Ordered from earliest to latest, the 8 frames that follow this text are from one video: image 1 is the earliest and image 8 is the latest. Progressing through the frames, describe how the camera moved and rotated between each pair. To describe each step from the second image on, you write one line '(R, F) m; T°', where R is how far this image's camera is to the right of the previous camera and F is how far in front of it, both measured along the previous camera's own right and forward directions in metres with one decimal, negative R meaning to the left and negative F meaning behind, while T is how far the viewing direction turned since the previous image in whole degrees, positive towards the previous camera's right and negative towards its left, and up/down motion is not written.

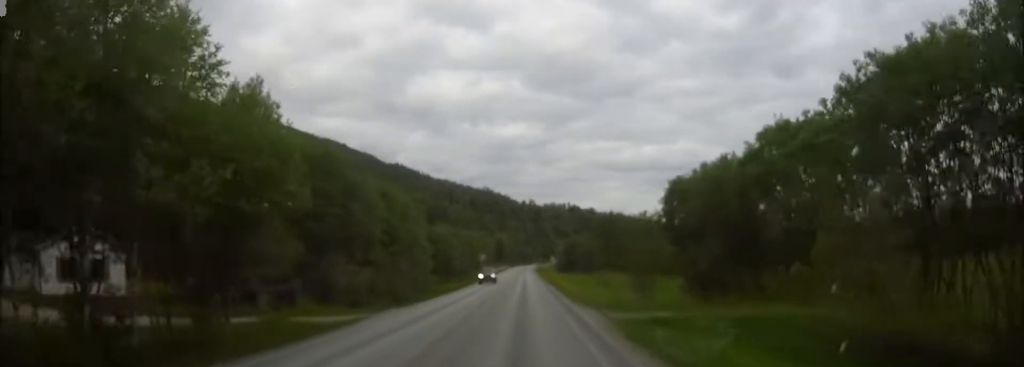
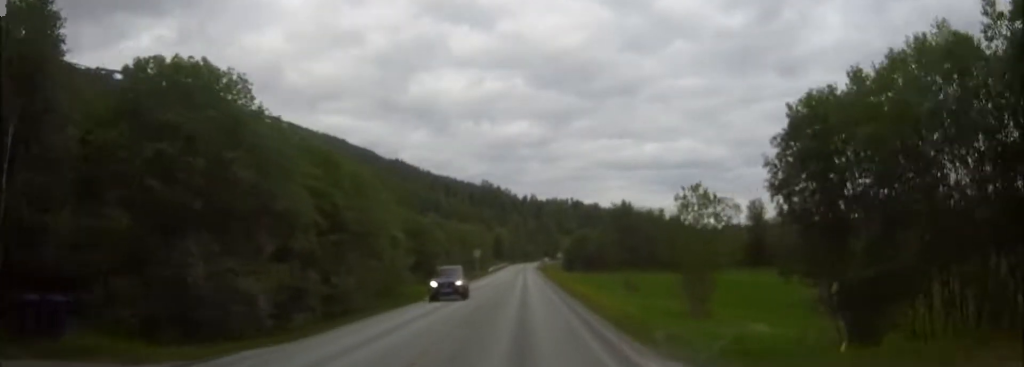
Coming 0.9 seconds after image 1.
(-0.1, +17.7) m; 0°
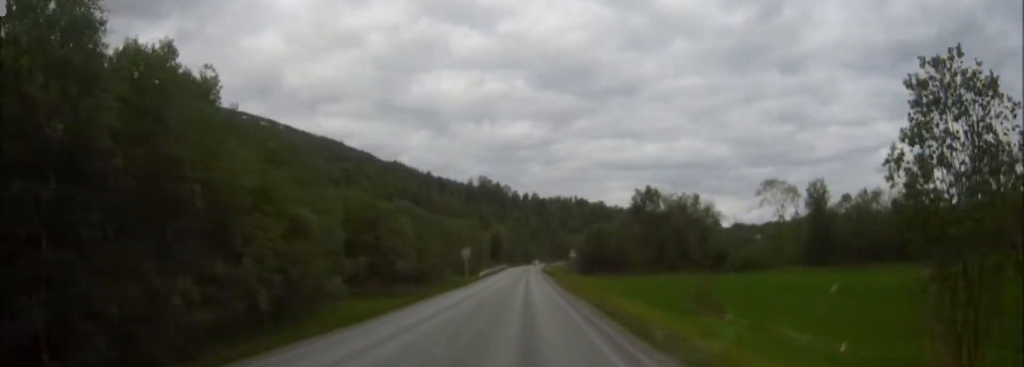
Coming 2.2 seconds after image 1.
(0.0, +26.6) m; 0°
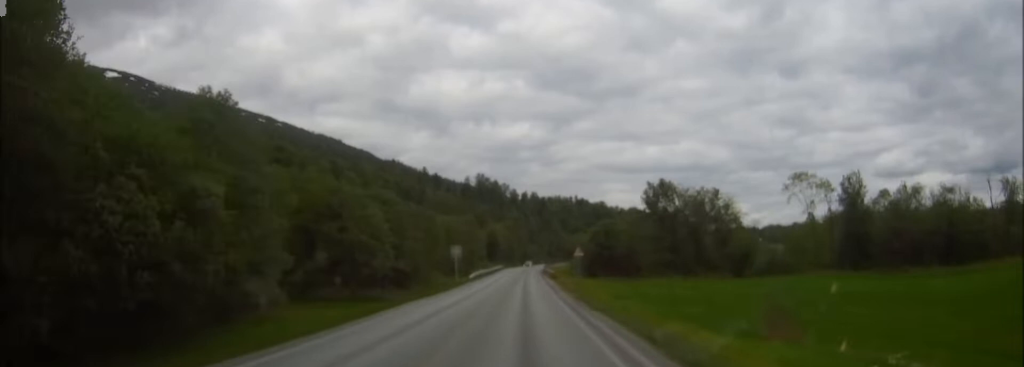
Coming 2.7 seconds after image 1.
(0.0, +11.6) m; 0°
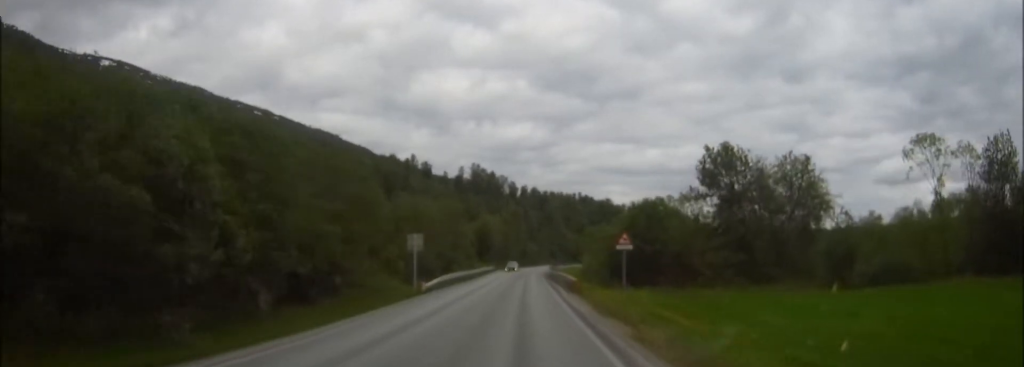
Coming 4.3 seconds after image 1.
(0.0, +31.4) m; 0°
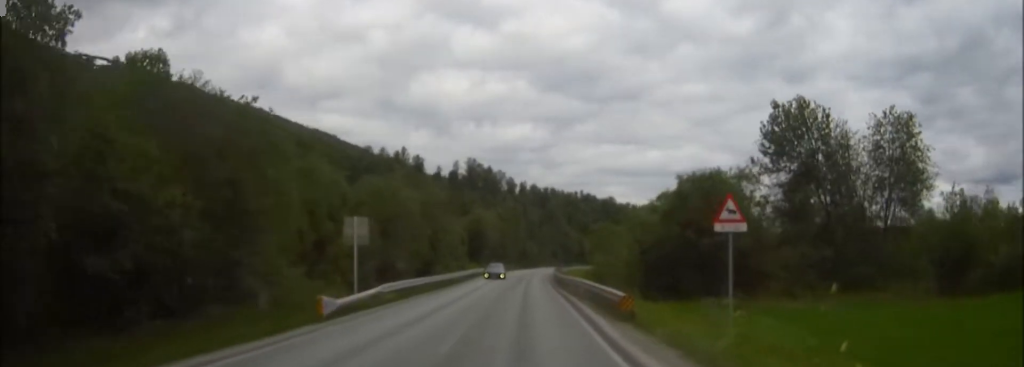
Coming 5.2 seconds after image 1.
(0.0, +19.1) m; 0°
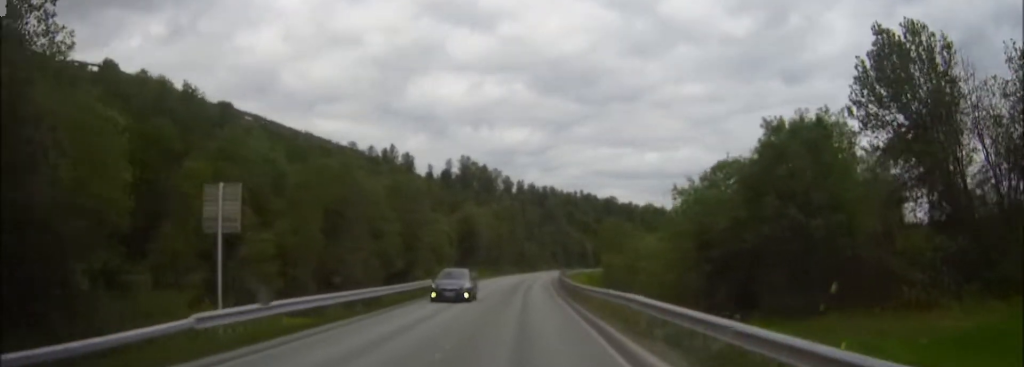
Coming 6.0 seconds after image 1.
(0.0, +16.3) m; 0°
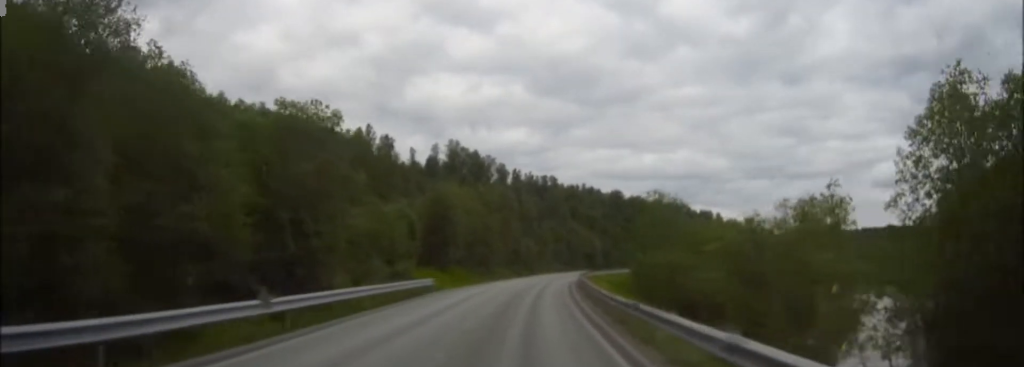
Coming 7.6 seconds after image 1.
(+0.1, +31.6) m; +1°
